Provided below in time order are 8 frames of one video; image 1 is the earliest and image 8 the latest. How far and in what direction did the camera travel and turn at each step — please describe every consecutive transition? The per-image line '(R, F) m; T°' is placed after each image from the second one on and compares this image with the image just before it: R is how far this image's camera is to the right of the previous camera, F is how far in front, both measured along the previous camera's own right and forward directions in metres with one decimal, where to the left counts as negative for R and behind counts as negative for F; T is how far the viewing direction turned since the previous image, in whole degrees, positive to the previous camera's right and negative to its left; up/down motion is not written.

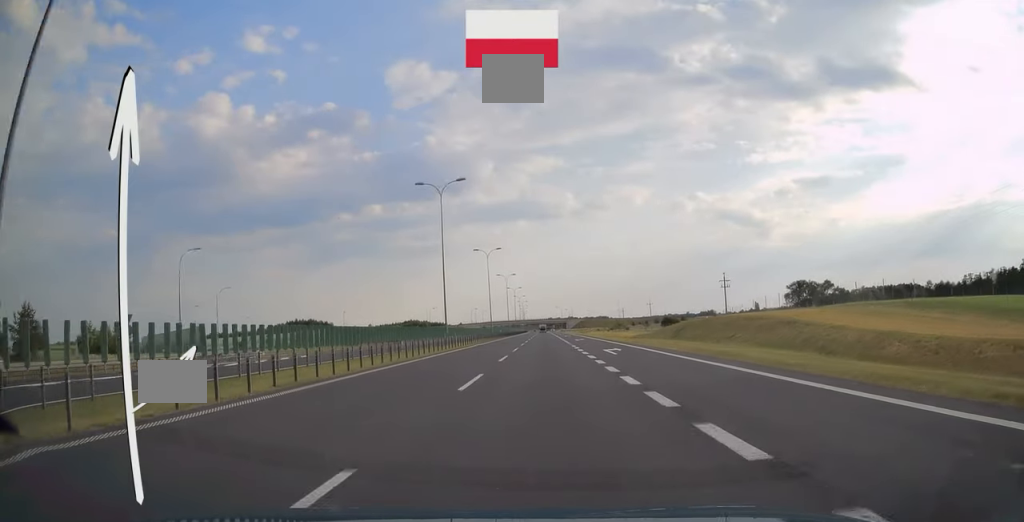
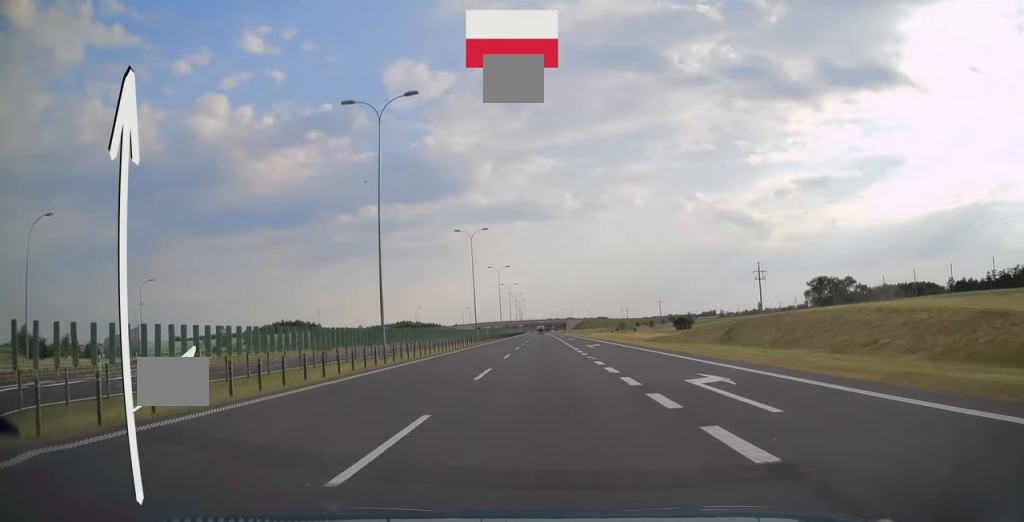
(0.0, +20.2) m; 0°
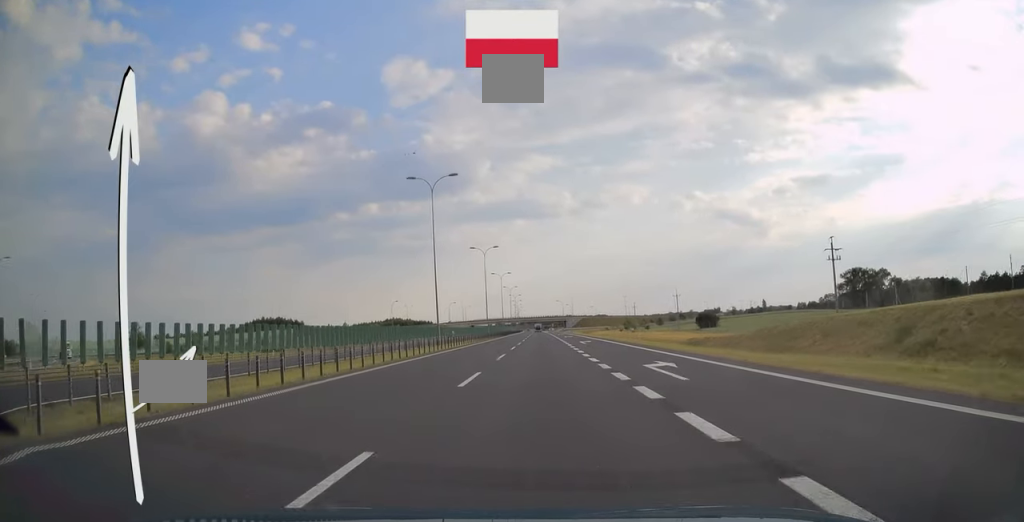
(+0.2, +26.7) m; 0°
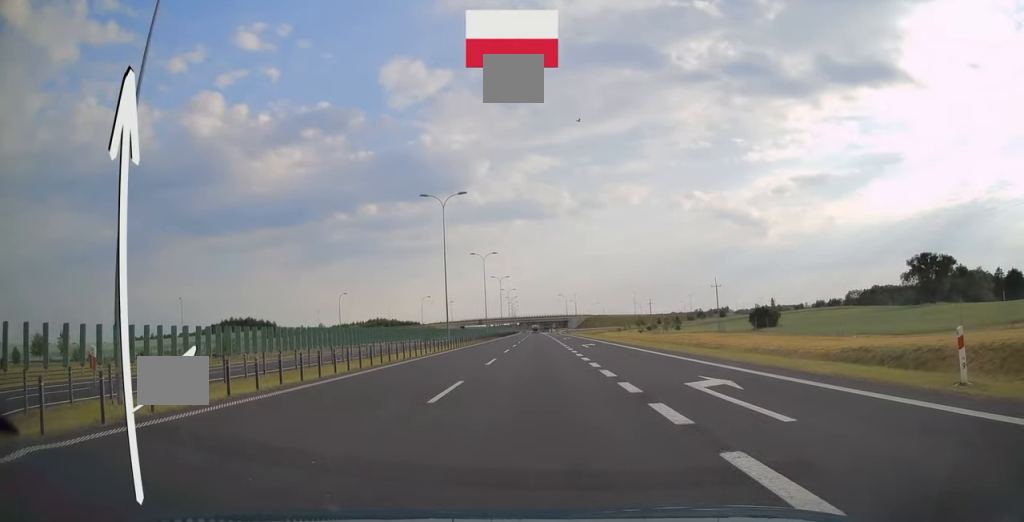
(+0.1, +38.7) m; 0°
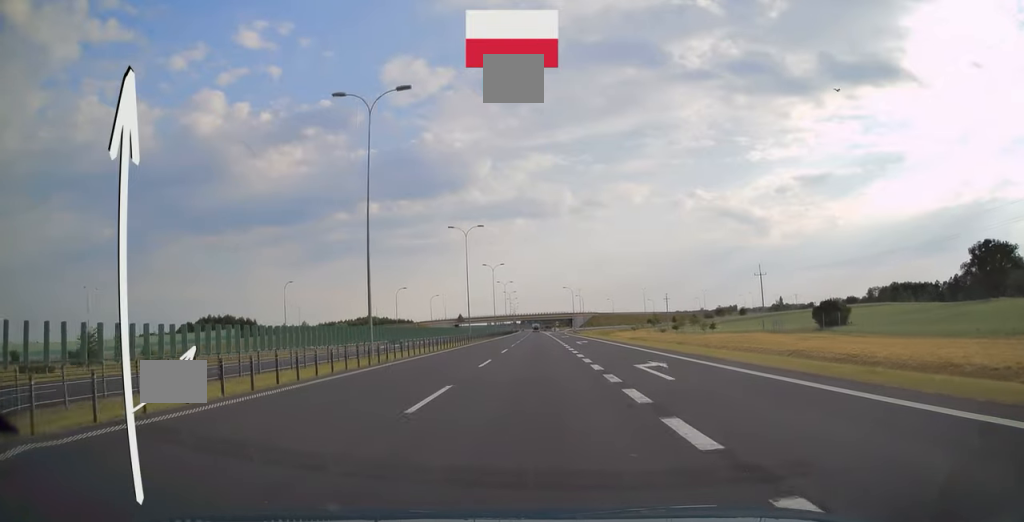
(0.0, +25.6) m; 0°
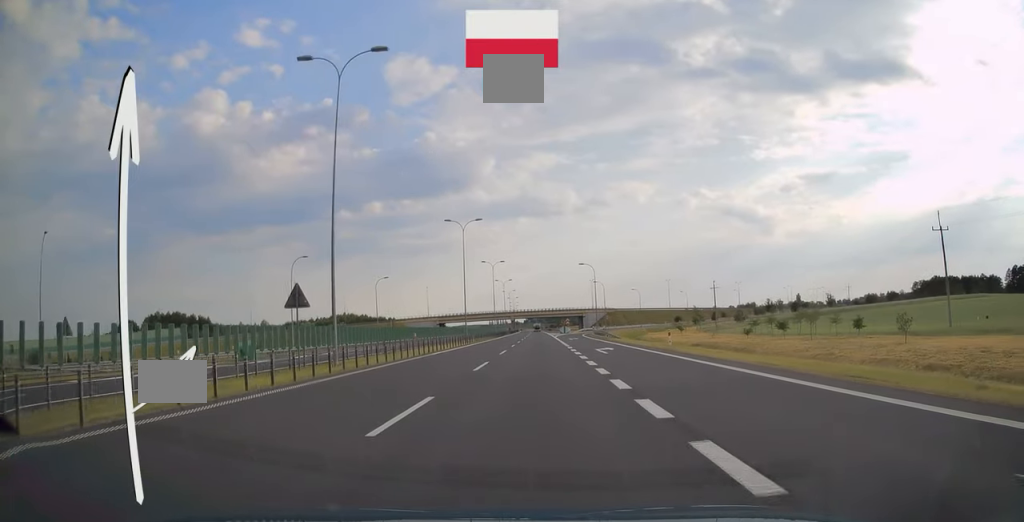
(-0.1, +49.7) m; 0°
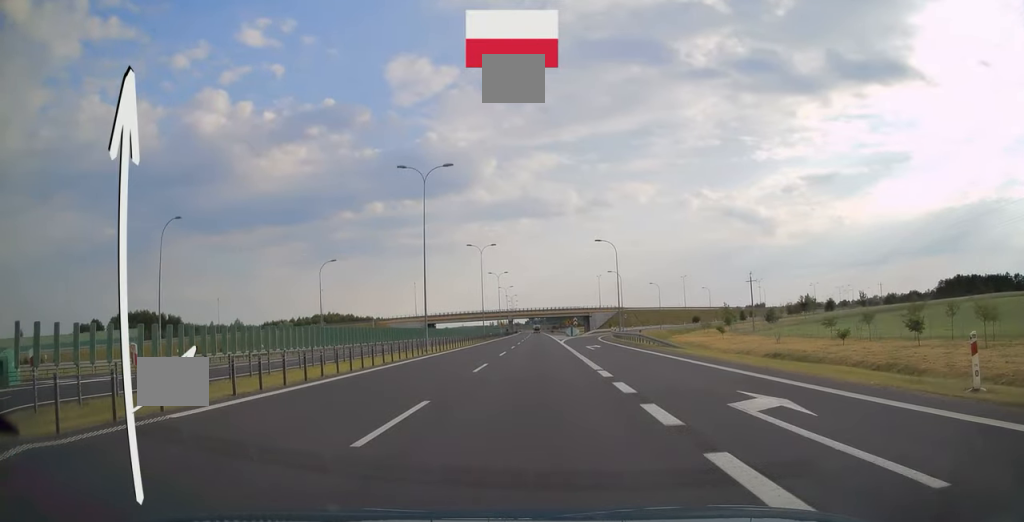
(0.0, +24.5) m; 0°
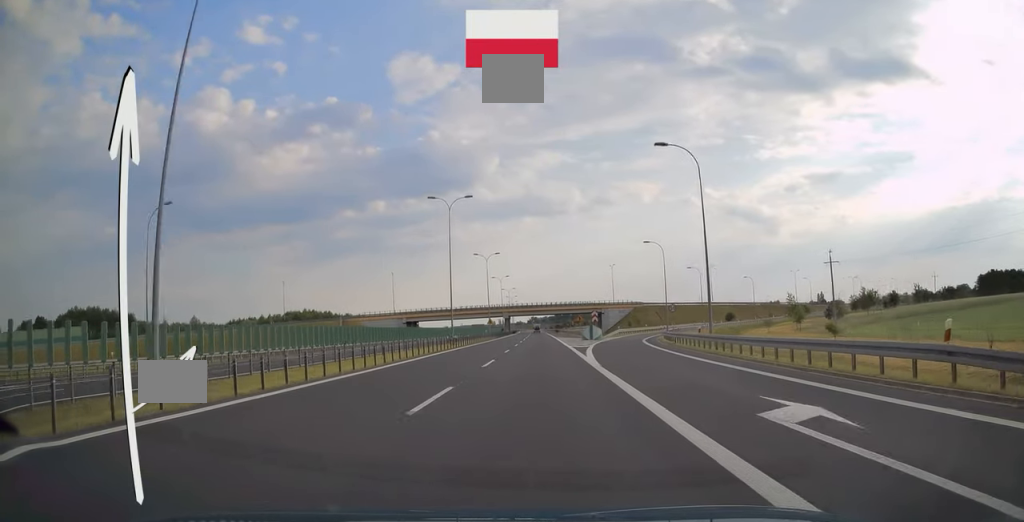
(-0.1, +33.2) m; 0°
